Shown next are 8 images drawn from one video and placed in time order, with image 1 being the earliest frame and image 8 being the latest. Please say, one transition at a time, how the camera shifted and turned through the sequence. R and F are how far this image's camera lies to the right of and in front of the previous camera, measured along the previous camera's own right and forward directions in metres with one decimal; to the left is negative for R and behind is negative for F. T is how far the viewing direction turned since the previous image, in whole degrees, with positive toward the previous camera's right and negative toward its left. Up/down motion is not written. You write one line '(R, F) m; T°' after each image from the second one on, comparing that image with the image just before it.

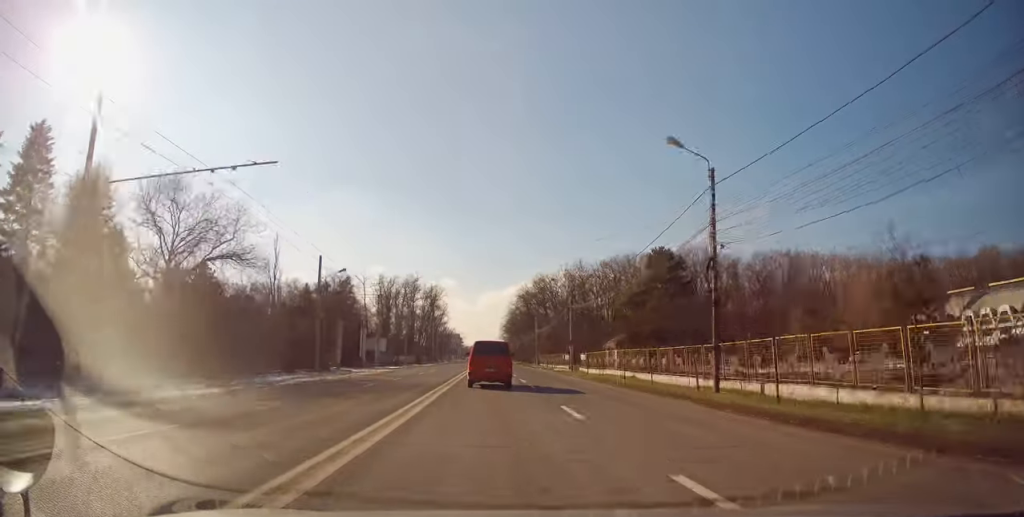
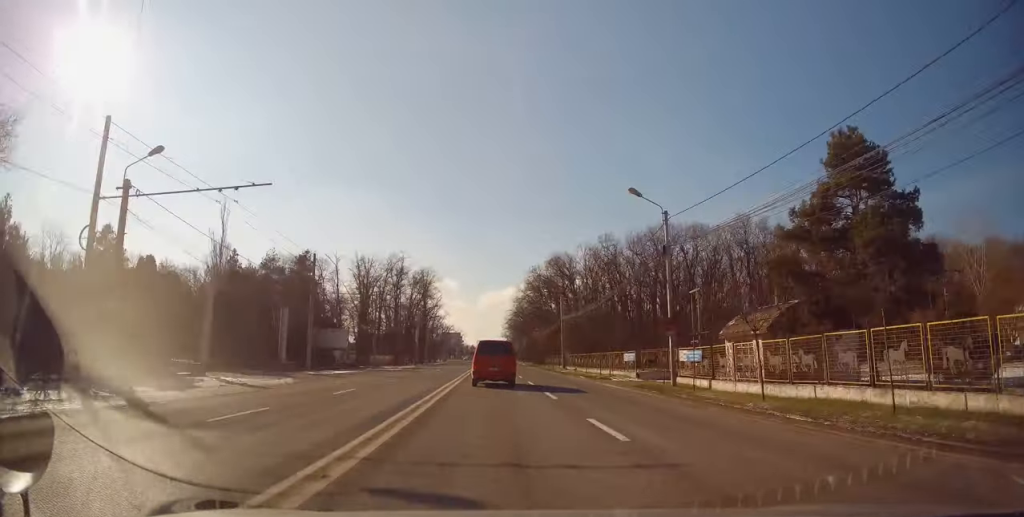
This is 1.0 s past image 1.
(-0.1, +28.1) m; 0°
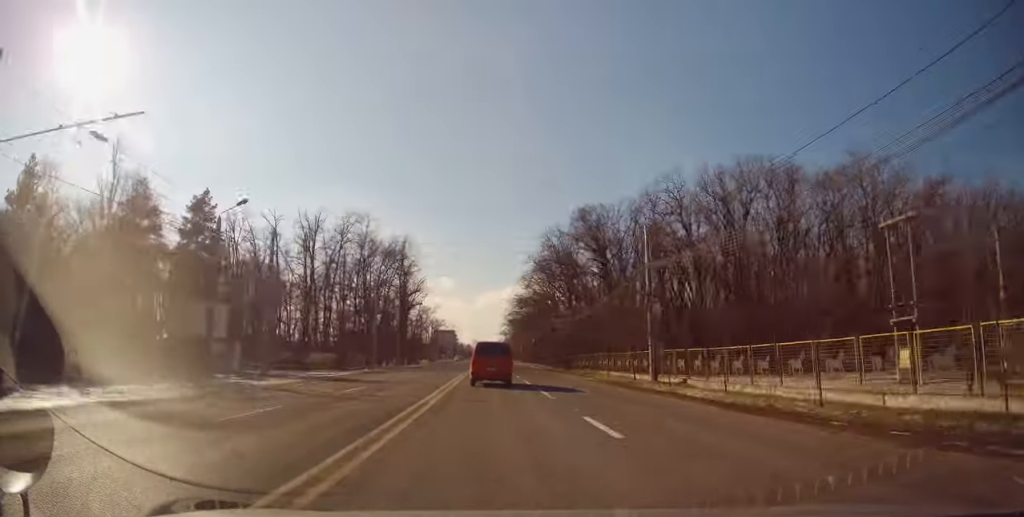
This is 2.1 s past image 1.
(-0.1, +33.8) m; 0°
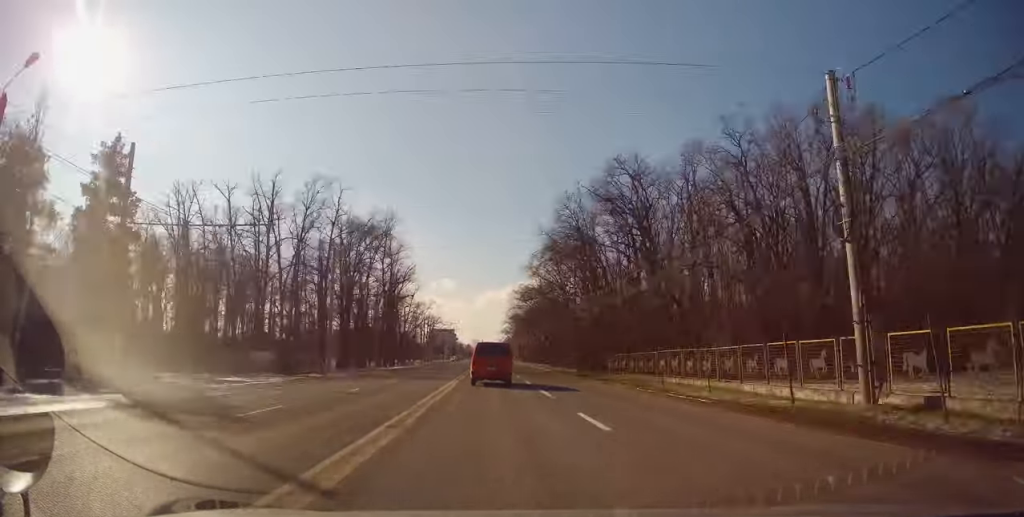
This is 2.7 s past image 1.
(0.0, +16.4) m; 0°
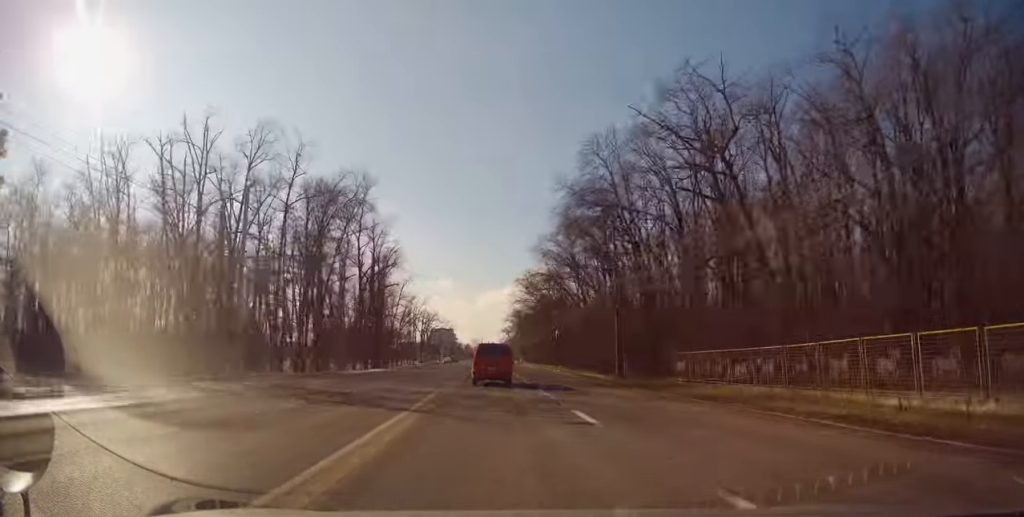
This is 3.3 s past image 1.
(0.0, +16.4) m; +1°
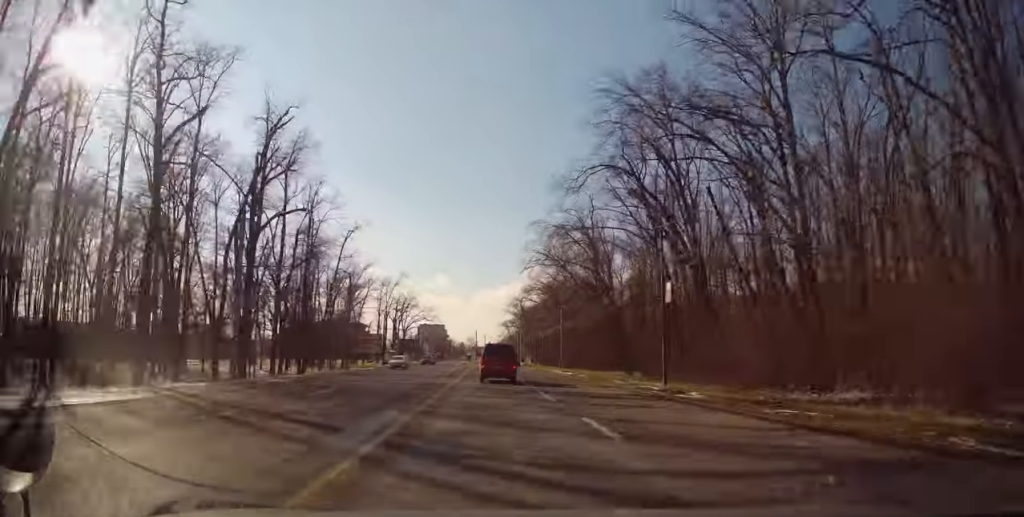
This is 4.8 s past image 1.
(+0.4, +44.1) m; 0°
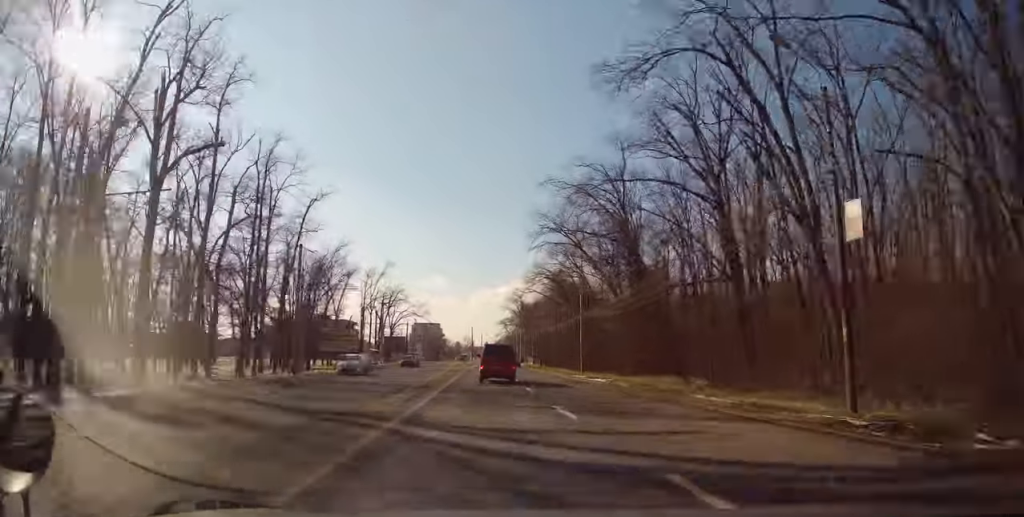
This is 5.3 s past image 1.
(-0.3, +14.2) m; 0°
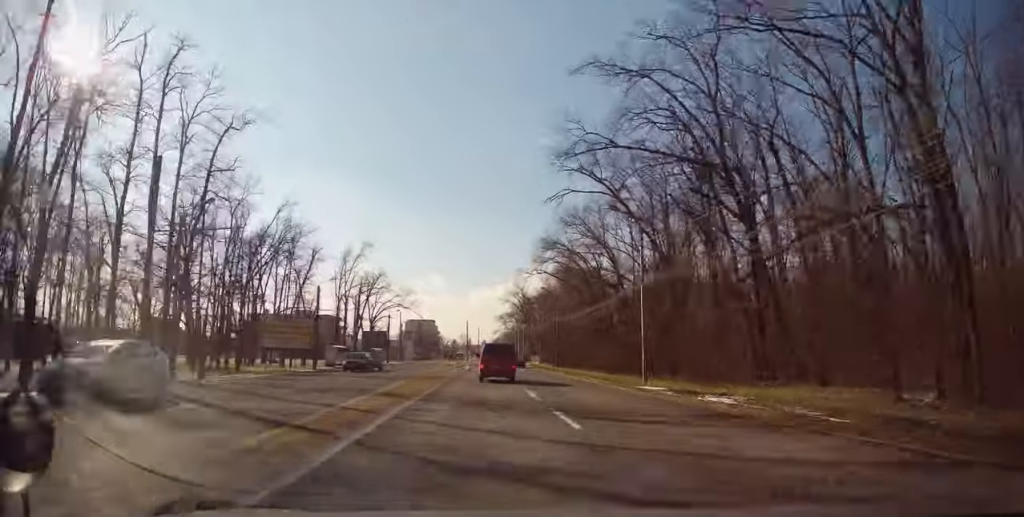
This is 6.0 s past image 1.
(0.0, +18.6) m; 0°
